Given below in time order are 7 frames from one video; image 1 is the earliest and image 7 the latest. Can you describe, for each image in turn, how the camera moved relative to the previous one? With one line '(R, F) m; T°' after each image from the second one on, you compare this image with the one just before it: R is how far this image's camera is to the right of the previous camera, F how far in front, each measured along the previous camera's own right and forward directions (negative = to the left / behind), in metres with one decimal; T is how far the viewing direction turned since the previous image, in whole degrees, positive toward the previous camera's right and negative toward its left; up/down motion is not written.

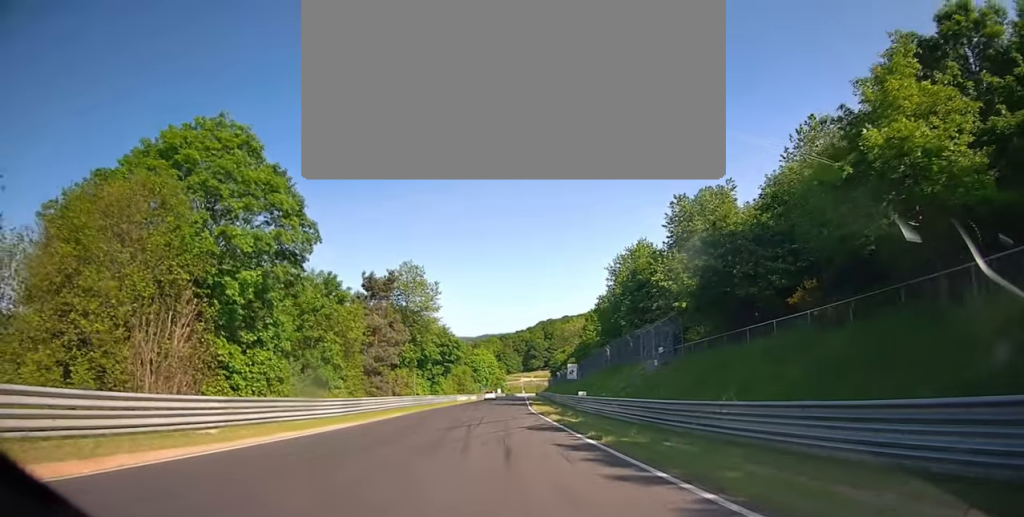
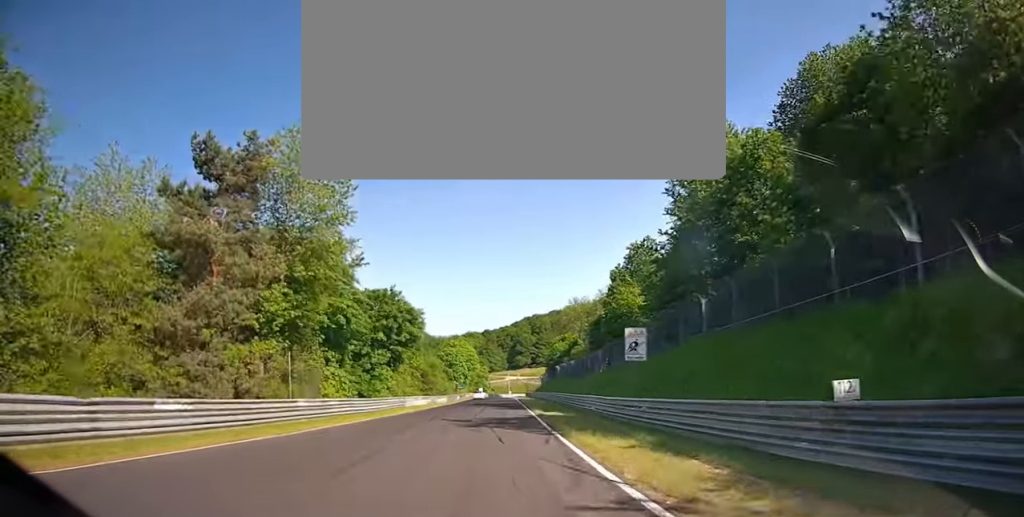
(-0.5, +34.7) m; -1°
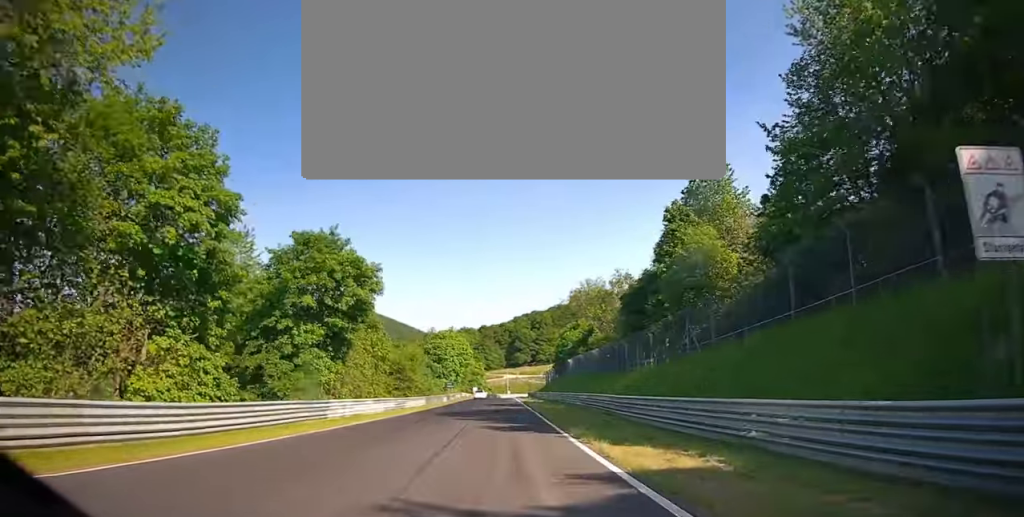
(-0.2, +21.5) m; -1°
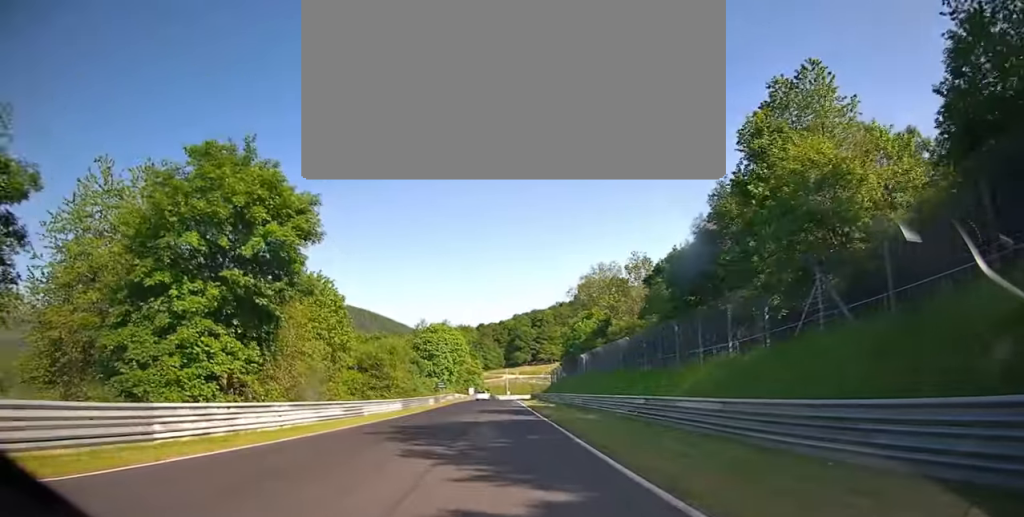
(0.0, +14.3) m; 0°
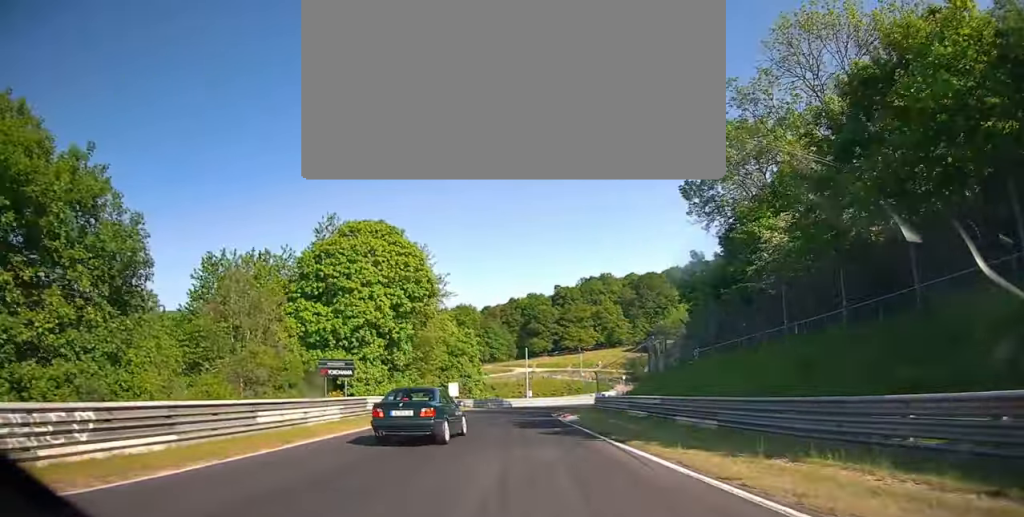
(+0.6, +65.4) m; +2°
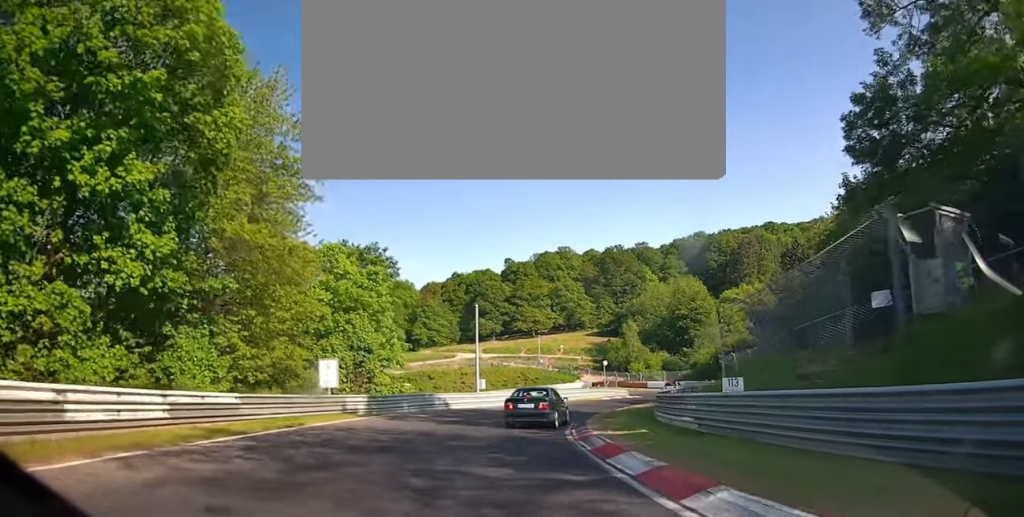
(+0.5, +29.6) m; +5°
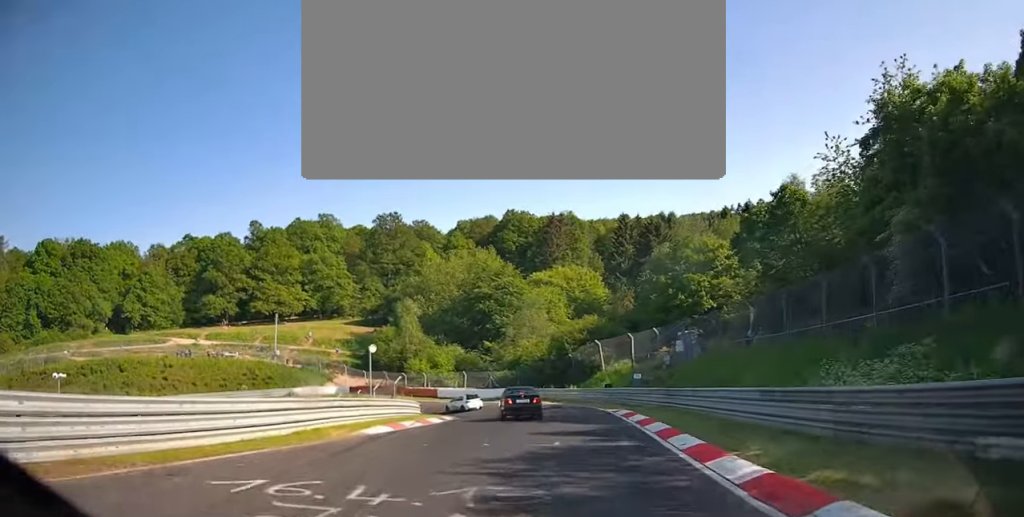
(+6.2, +37.1) m; +18°
